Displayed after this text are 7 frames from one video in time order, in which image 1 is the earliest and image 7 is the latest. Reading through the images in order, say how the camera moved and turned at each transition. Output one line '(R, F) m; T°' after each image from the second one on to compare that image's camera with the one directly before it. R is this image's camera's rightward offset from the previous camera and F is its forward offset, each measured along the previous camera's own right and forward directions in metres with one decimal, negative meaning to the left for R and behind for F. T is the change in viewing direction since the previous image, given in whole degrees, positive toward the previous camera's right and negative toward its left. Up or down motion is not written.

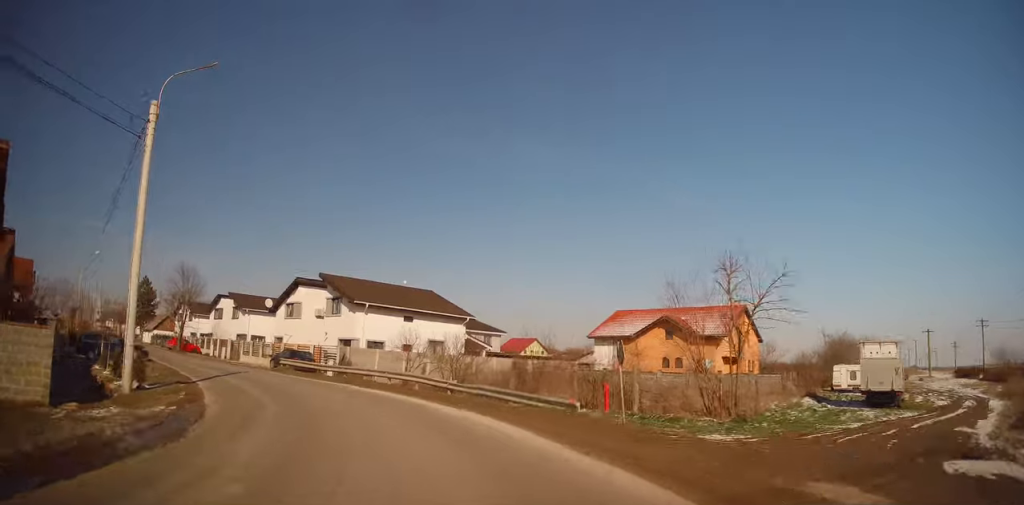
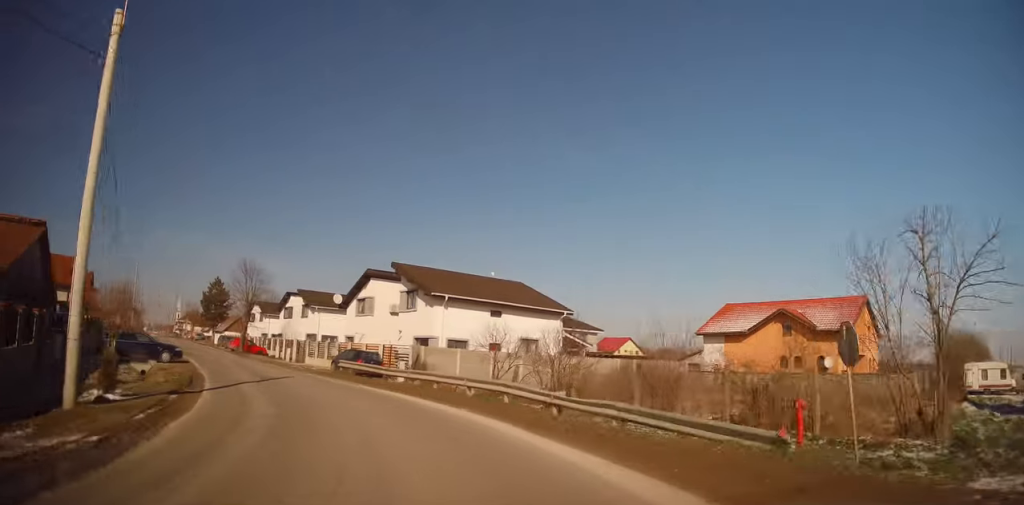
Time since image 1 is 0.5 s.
(-0.5, +6.1) m; -8°
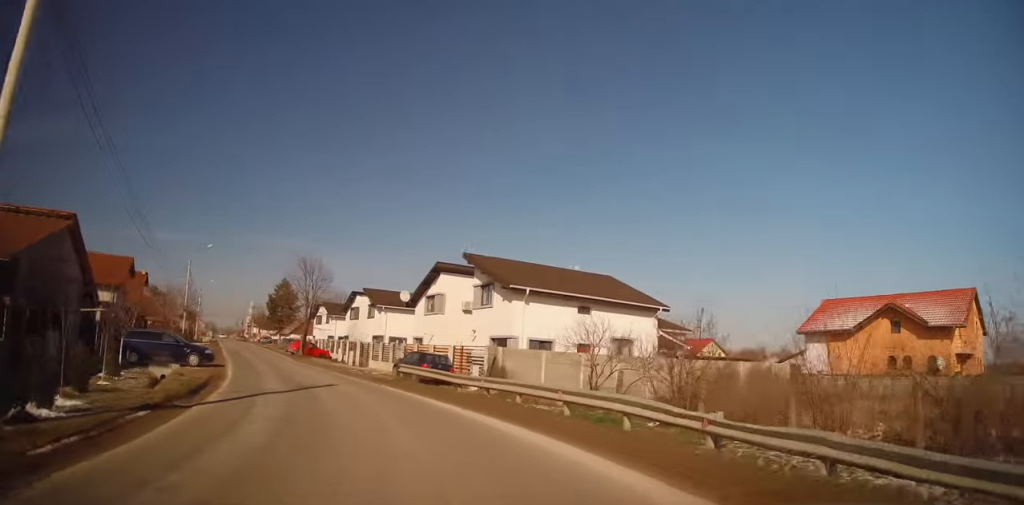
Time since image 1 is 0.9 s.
(-0.3, +4.9) m; -7°
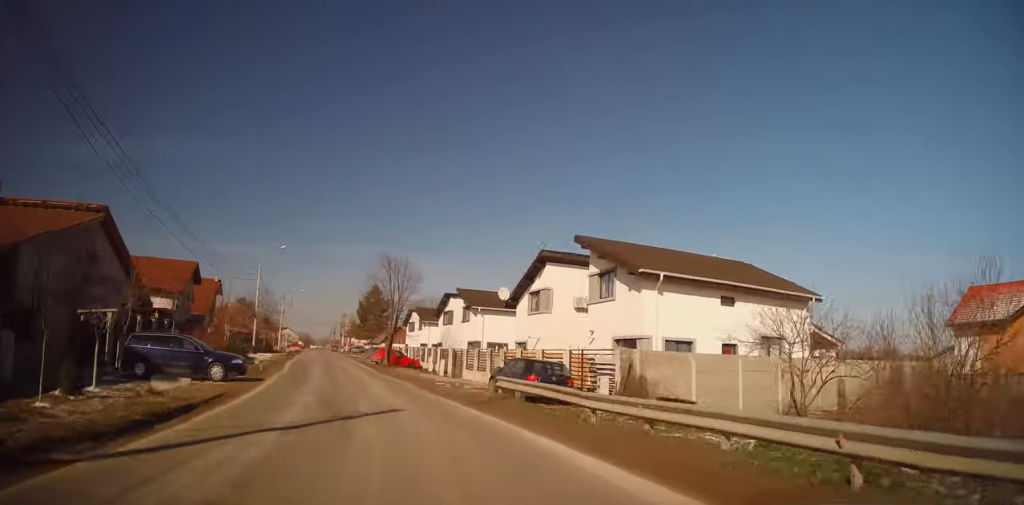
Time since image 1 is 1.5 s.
(-0.6, +6.8) m; -10°
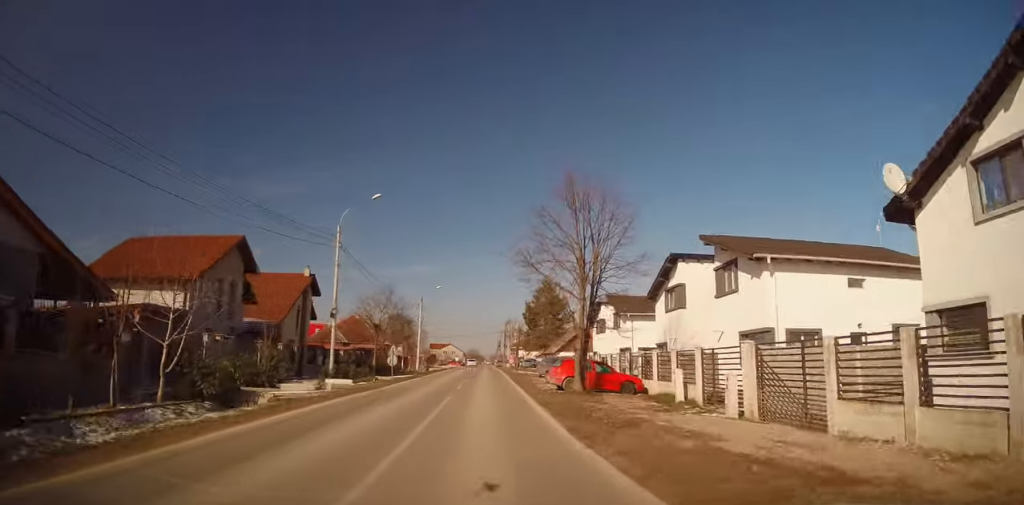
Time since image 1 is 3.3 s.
(-5.9, +21.9) m; -23°
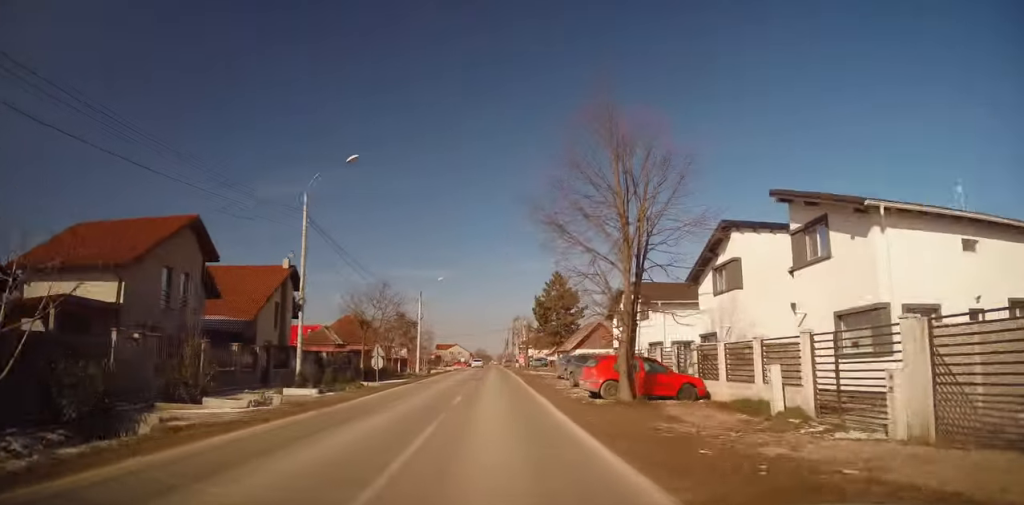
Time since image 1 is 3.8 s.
(-0.1, +6.0) m; -1°
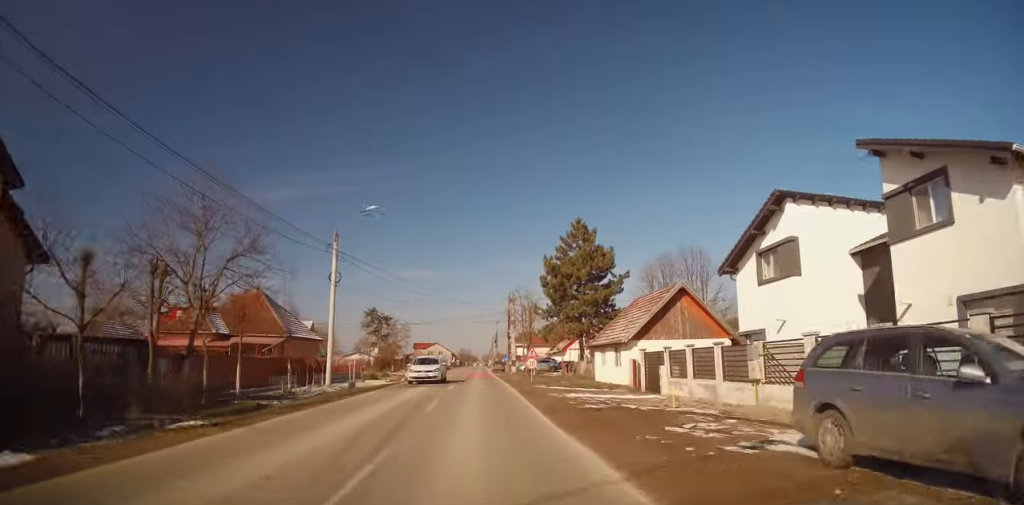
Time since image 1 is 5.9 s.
(-0.6, +26.9) m; -2°
